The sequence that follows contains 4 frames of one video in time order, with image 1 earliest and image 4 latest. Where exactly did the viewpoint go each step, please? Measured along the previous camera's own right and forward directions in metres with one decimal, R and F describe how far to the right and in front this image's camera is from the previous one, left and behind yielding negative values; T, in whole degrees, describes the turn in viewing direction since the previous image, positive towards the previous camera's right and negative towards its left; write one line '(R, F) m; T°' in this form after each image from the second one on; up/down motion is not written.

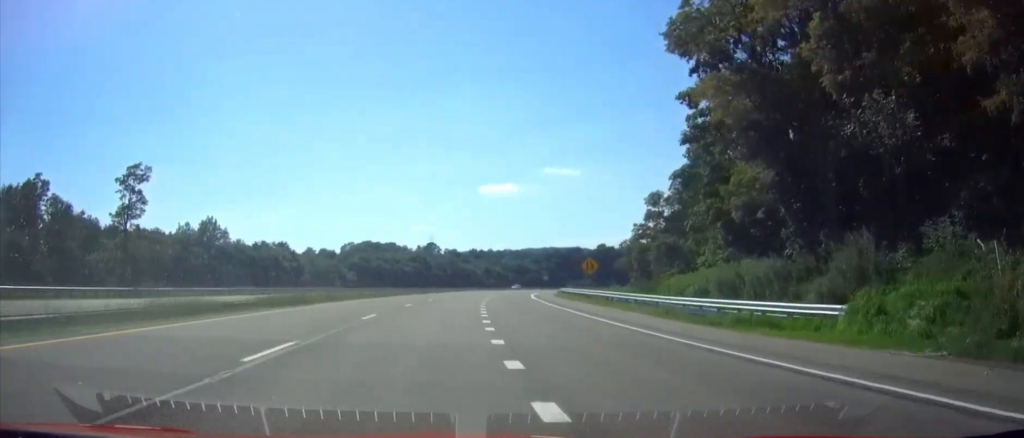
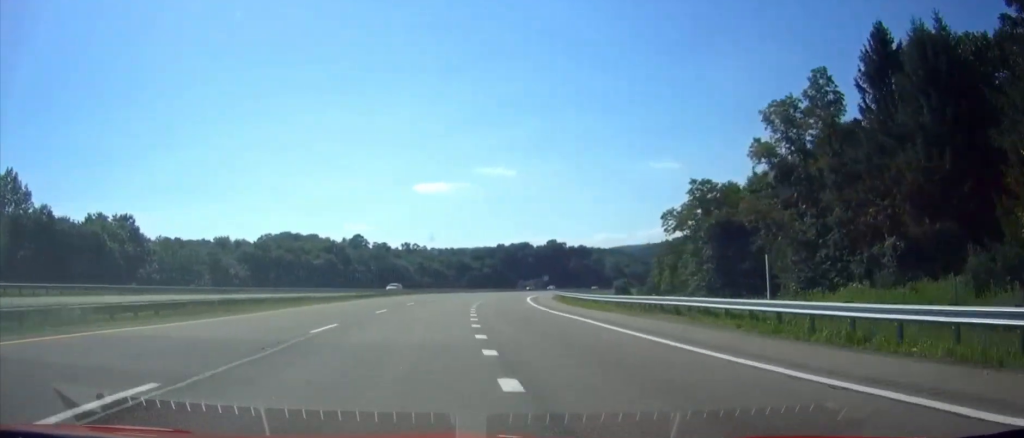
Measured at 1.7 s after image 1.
(+3.8, +55.3) m; +7°
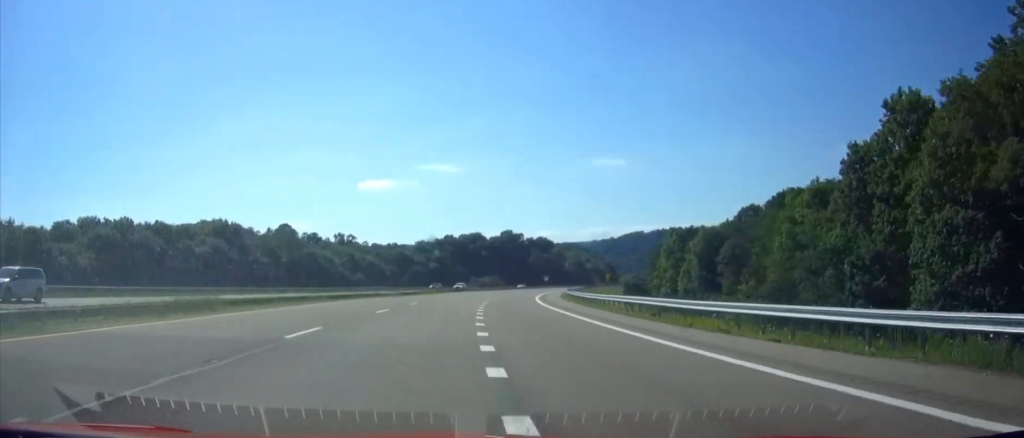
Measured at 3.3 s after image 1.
(+2.0, +51.3) m; +5°
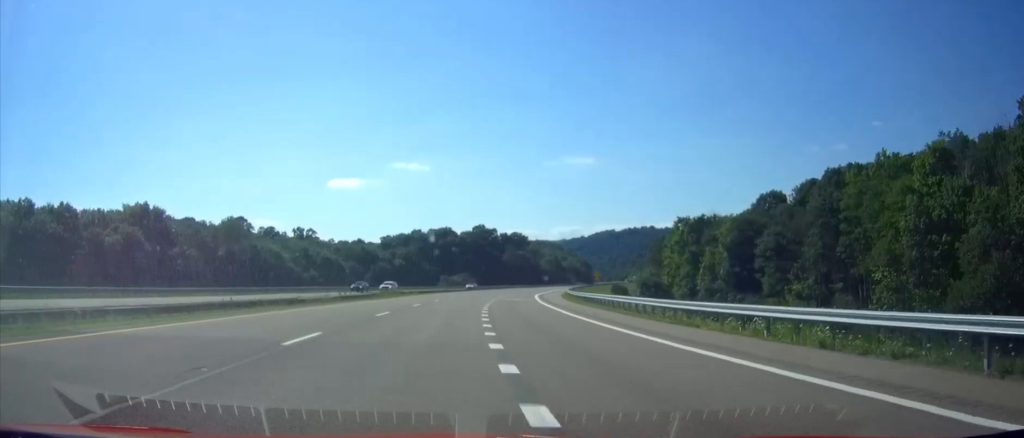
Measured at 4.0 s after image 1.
(+0.4, +25.2) m; +2°
